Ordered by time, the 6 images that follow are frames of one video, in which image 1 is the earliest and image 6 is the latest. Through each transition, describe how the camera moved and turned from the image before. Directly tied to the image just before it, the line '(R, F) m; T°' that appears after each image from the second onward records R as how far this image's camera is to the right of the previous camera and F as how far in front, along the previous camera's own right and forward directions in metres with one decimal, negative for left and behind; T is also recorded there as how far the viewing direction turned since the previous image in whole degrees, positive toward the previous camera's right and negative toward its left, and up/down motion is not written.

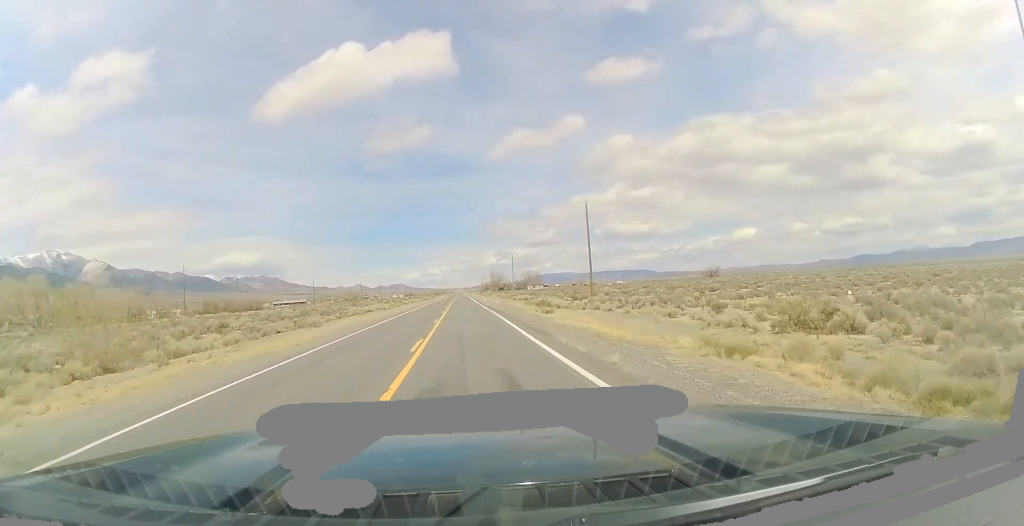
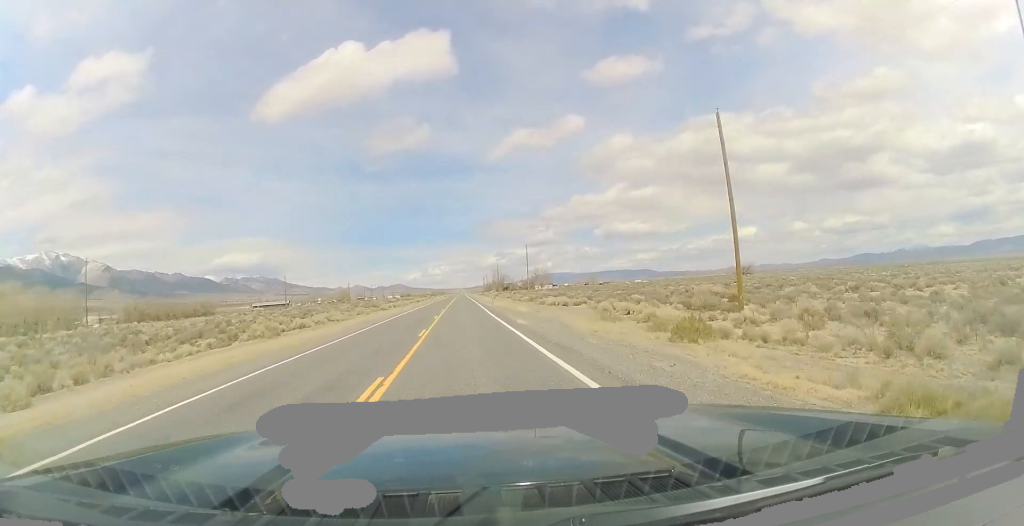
(+0.1, +35.1) m; +1°
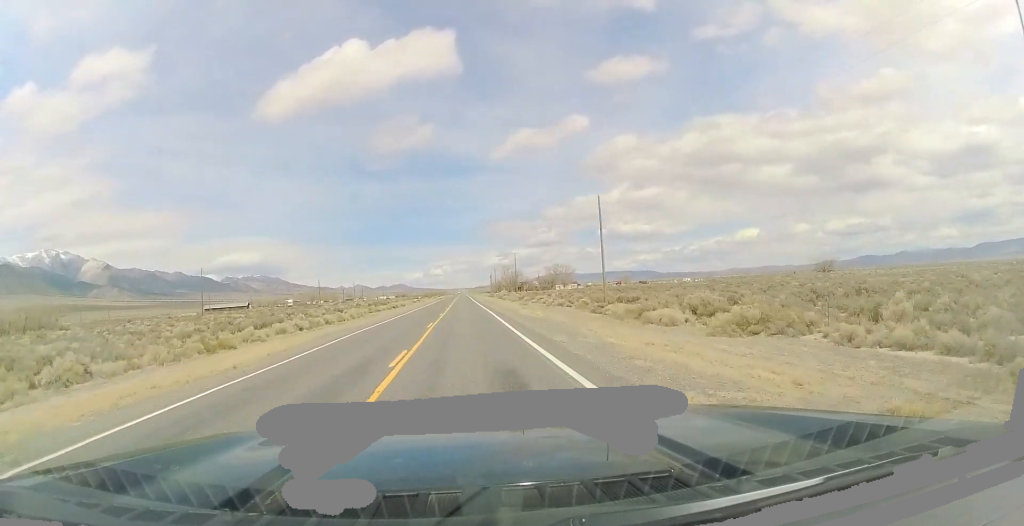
(-0.1, +63.3) m; 0°
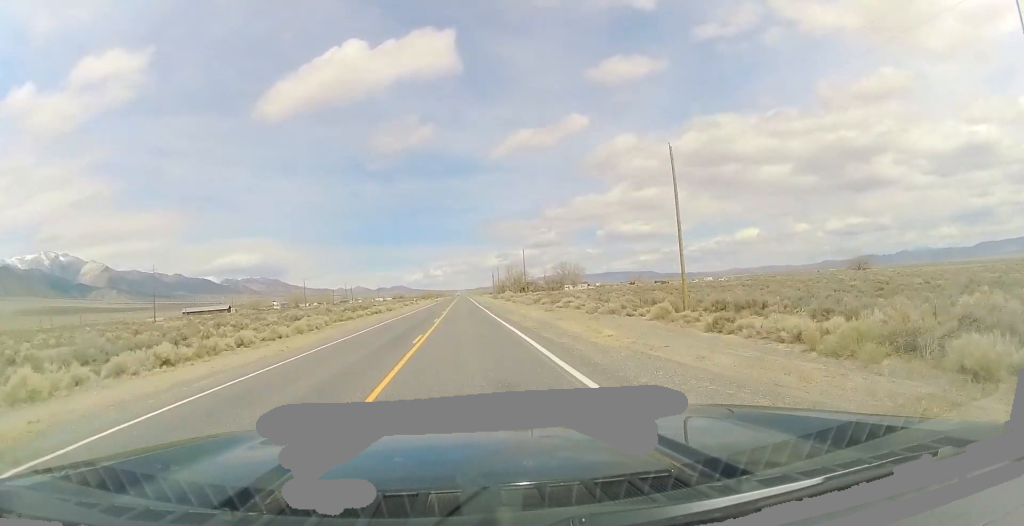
(+0.3, +21.4) m; 0°
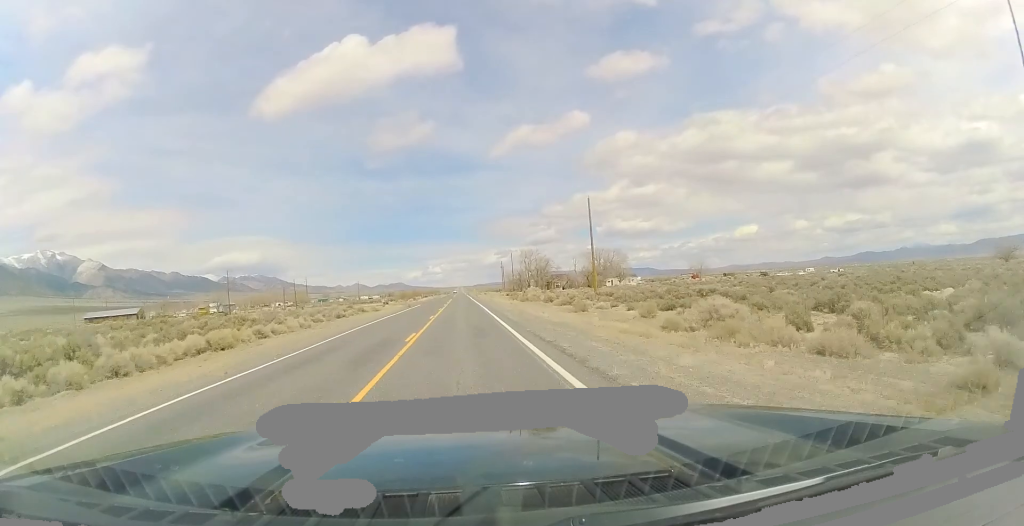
(0.0, +68.6) m; 0°
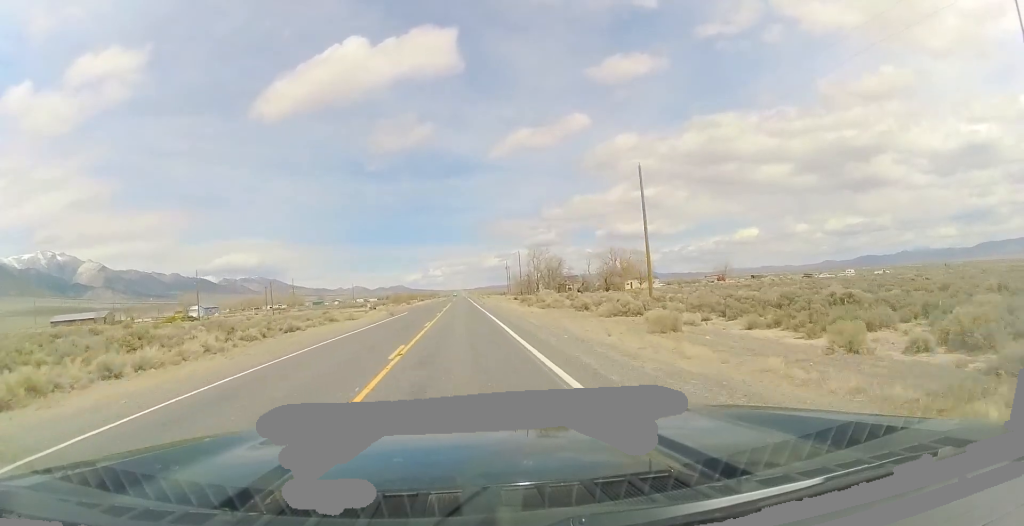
(0.0, +17.9) m; 0°
